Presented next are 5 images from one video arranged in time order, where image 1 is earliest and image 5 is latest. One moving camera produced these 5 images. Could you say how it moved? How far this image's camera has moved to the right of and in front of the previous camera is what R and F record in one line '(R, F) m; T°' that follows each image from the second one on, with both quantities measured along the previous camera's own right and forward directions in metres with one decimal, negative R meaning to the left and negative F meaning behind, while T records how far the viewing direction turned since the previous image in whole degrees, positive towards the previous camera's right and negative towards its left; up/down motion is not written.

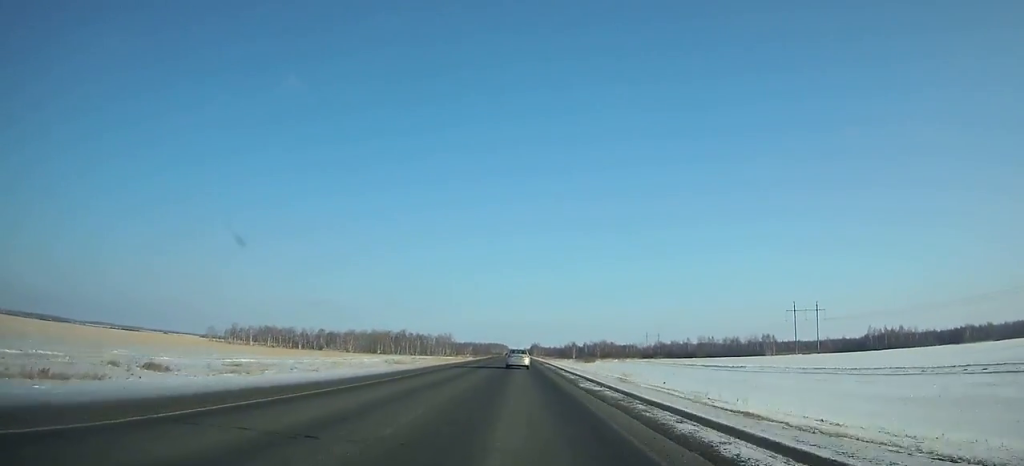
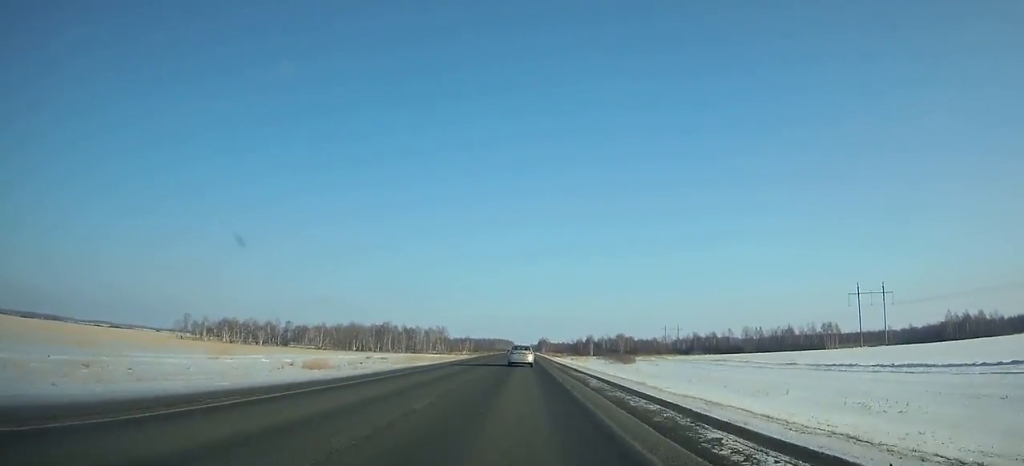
(0.0, +55.3) m; 0°
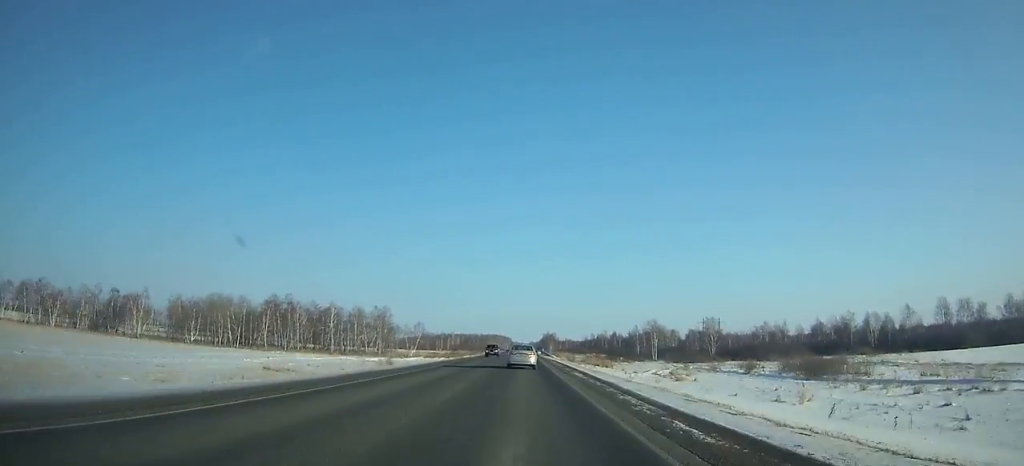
(-0.1, +128.5) m; 0°
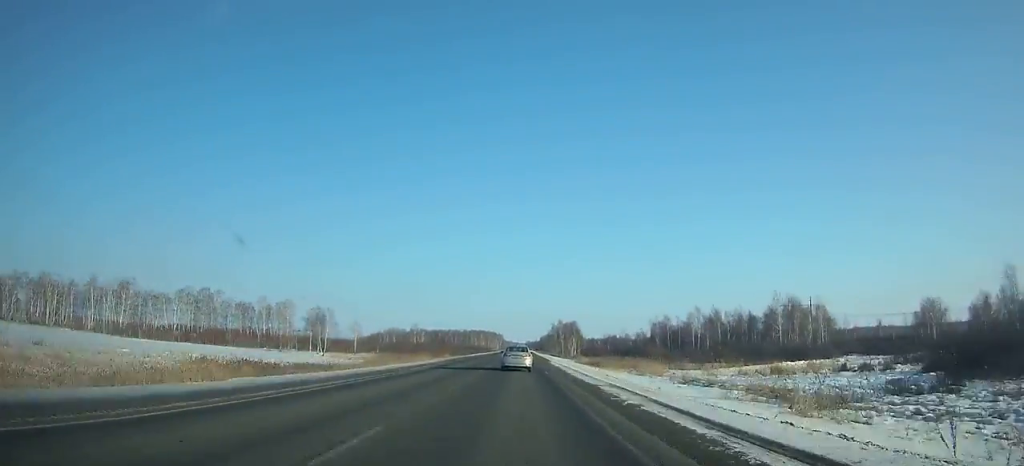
(+0.4, +161.1) m; 0°
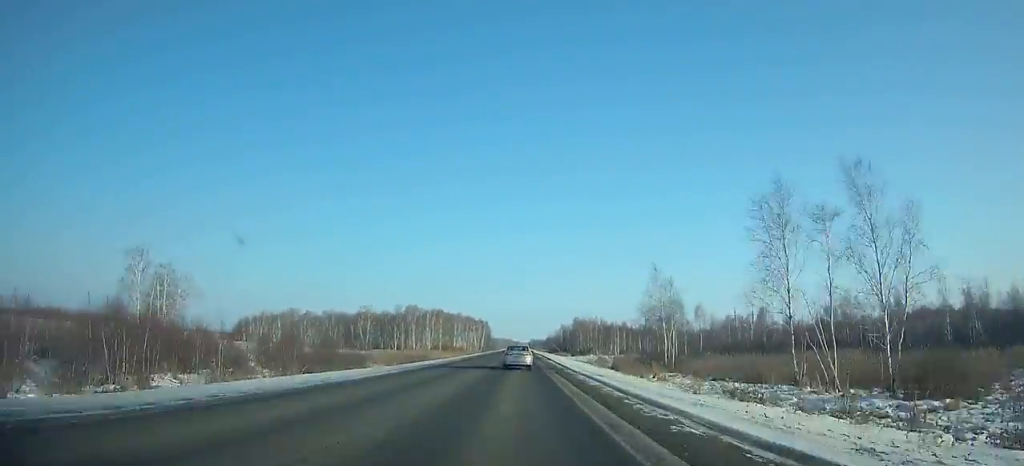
(-0.1, +253.8) m; 0°
